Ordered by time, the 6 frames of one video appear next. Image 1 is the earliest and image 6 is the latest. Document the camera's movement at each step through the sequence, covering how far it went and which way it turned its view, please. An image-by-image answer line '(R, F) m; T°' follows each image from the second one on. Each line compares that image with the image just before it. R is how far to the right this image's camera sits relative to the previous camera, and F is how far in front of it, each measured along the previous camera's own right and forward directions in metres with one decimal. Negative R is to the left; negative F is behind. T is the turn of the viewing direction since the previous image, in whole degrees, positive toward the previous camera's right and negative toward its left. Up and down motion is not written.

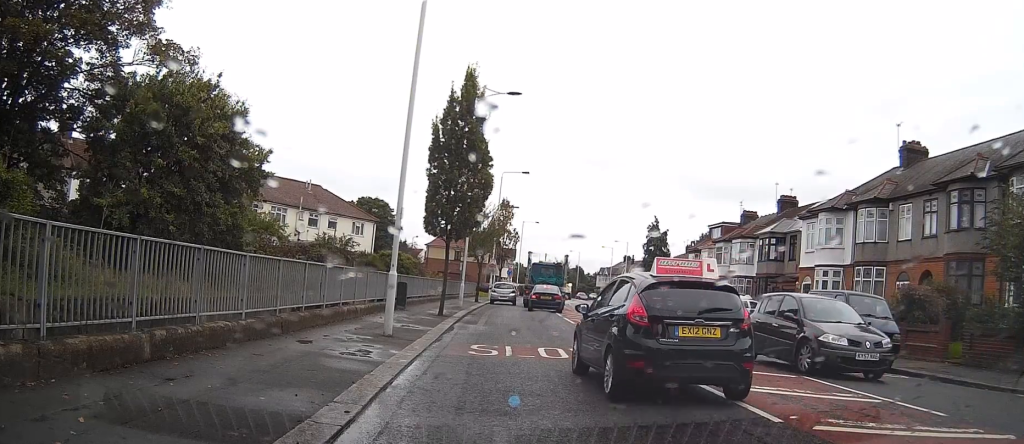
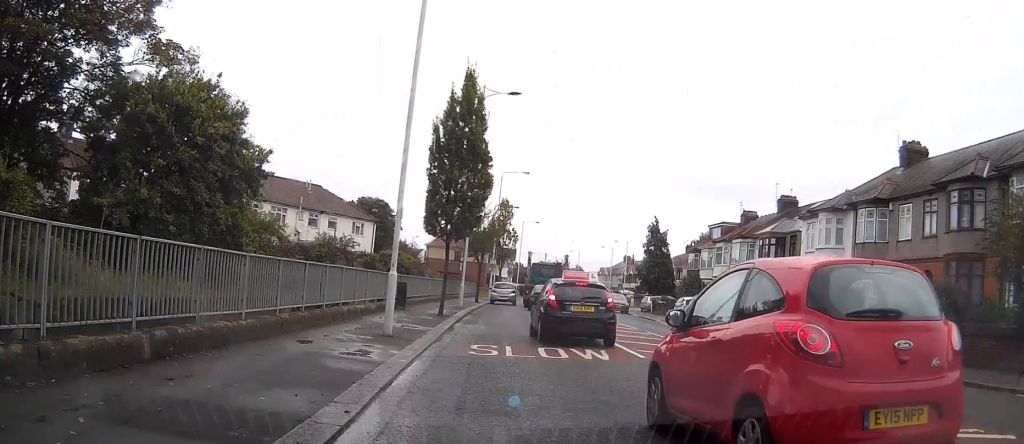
(0.0, 0.0) m; 0°
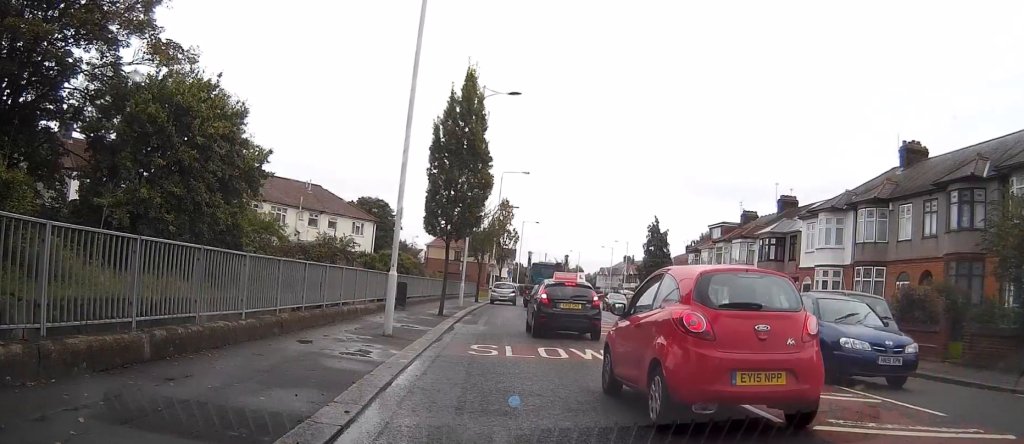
(0.0, 0.0) m; 0°
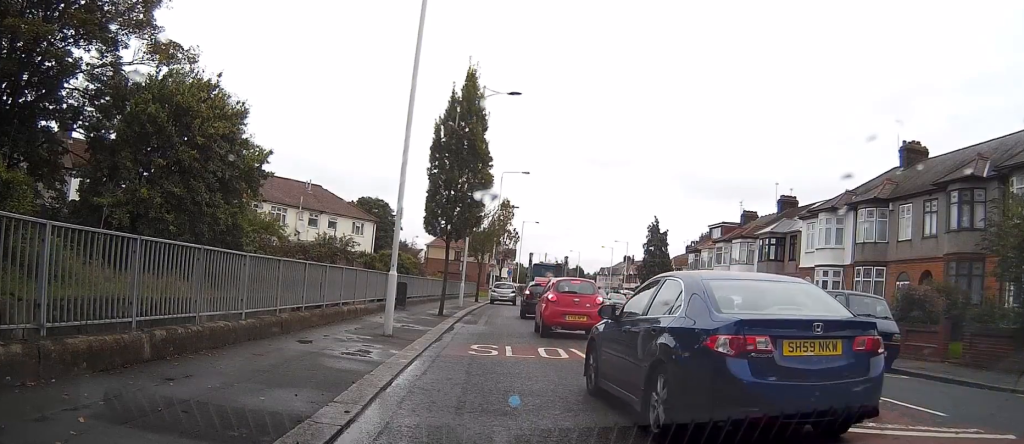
(0.0, 0.0) m; 0°
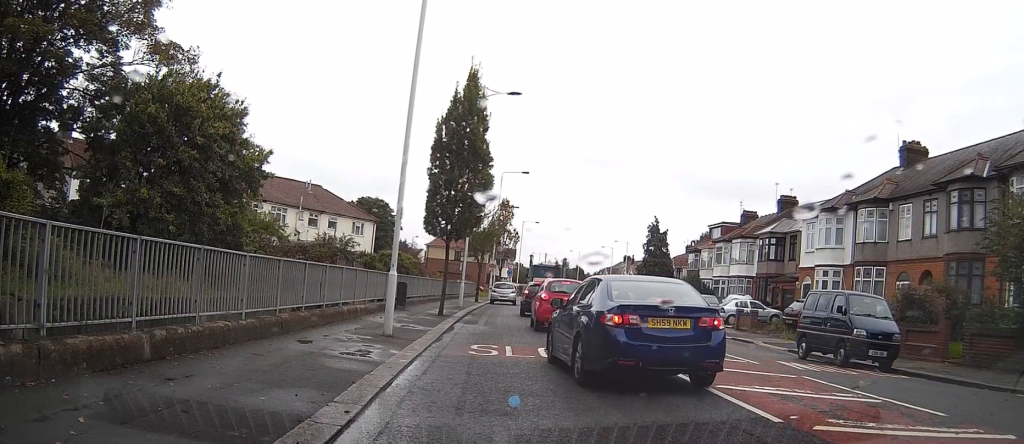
(0.0, 0.0) m; 0°
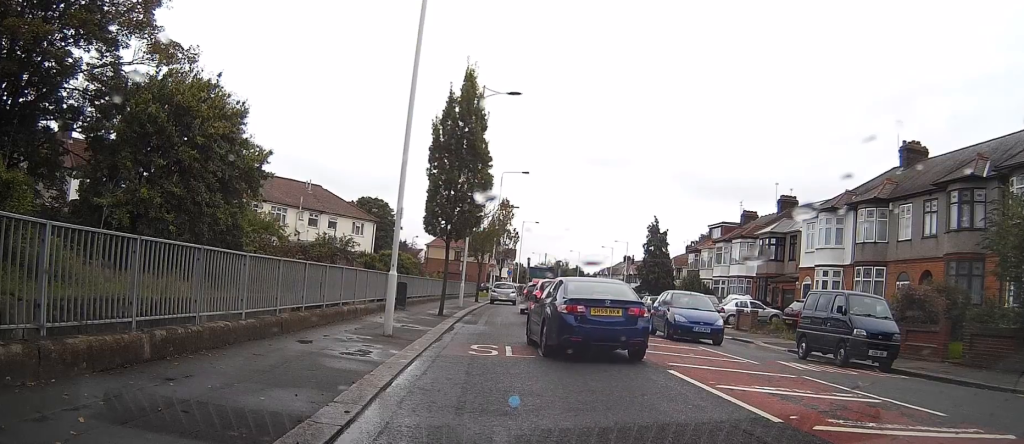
(0.0, 0.0) m; 0°
